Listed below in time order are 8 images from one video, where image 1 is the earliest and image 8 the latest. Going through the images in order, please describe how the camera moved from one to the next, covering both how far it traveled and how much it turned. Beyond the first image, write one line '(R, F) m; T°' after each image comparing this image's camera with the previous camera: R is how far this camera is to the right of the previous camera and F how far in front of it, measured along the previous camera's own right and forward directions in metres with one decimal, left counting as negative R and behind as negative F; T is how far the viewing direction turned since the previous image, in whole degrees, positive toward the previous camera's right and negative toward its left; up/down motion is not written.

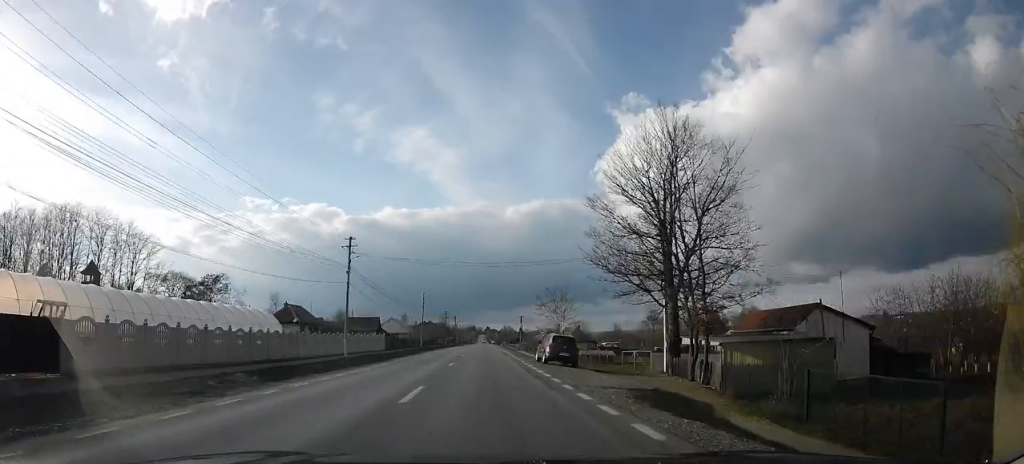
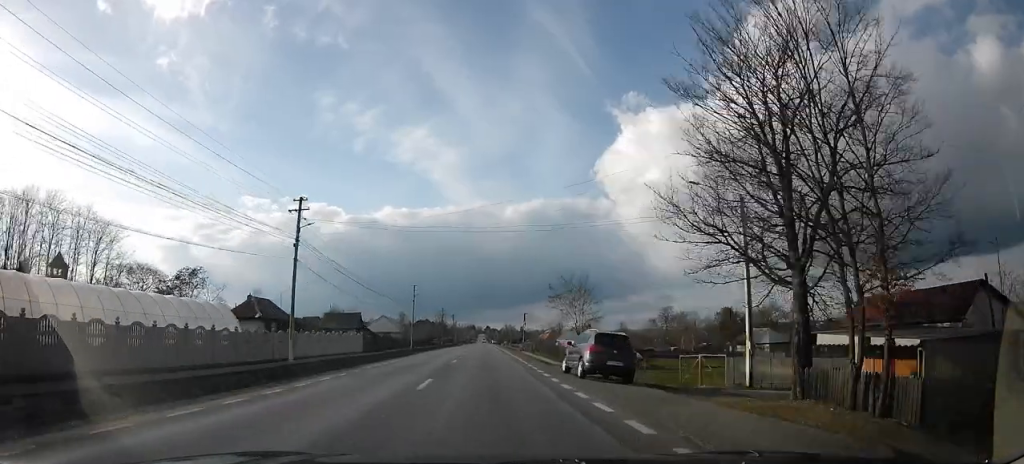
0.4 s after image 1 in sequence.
(-0.2, +9.9) m; -1°
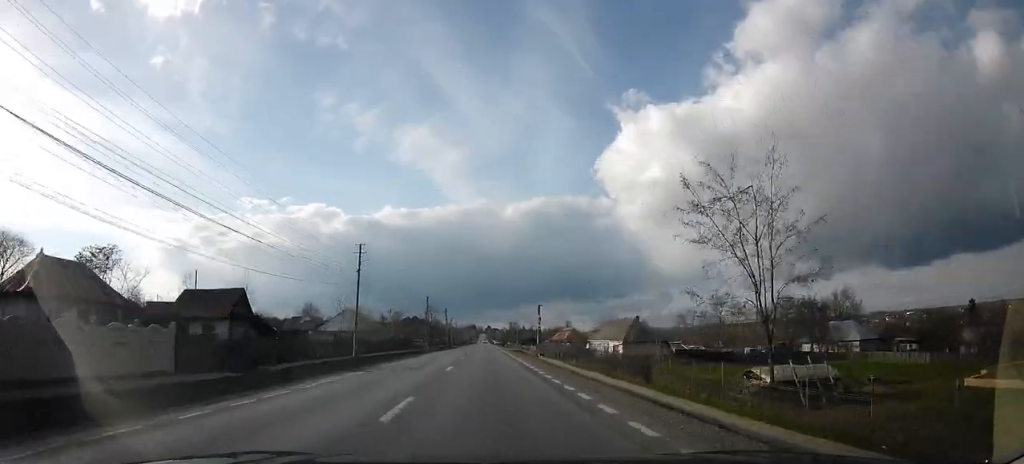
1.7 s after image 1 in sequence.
(-0.1, +28.5) m; 0°
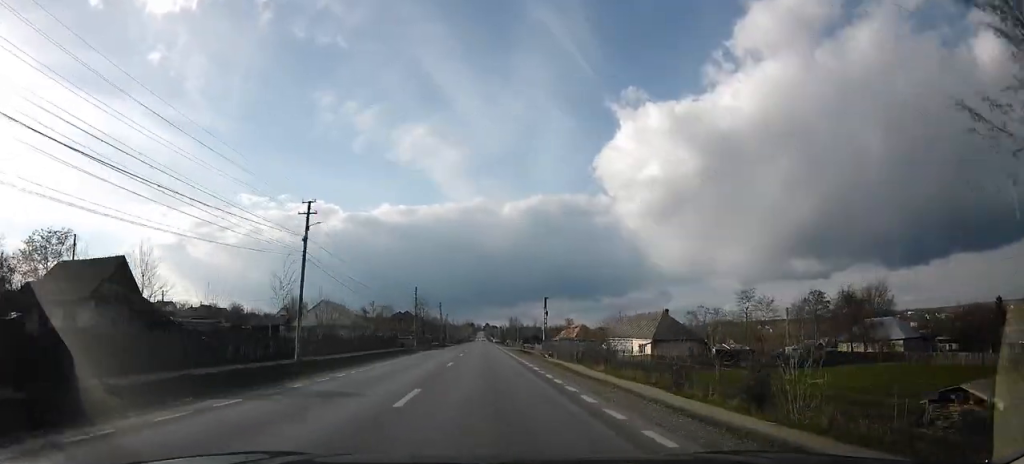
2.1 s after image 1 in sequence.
(0.0, +10.7) m; -1°
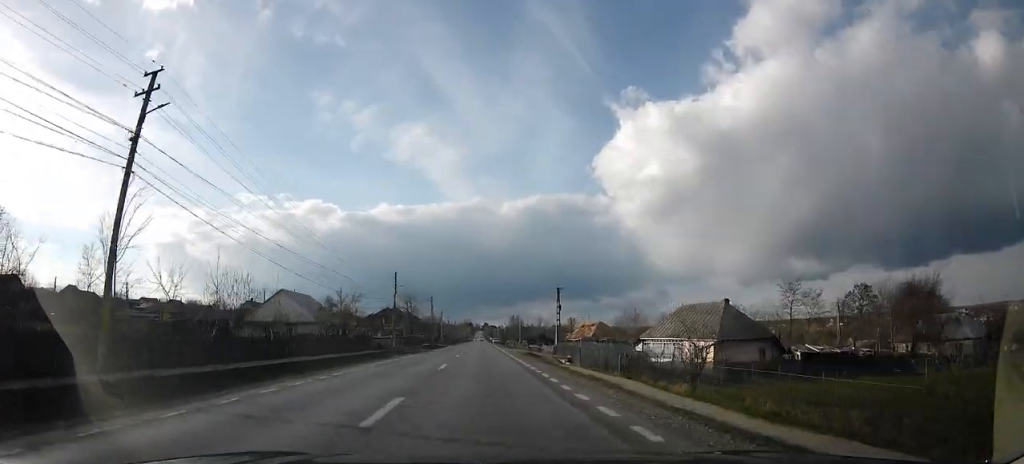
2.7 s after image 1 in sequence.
(0.0, +13.8) m; -1°
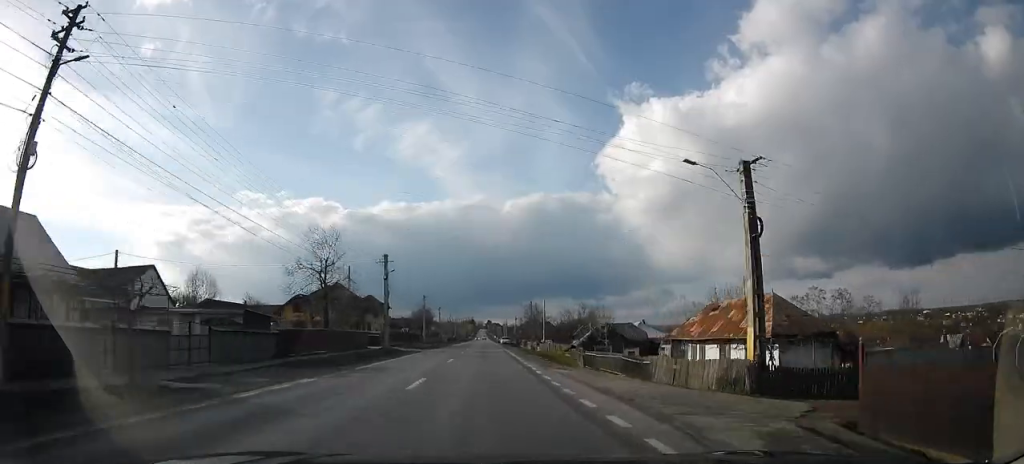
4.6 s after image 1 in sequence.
(+0.2, +43.1) m; +2°
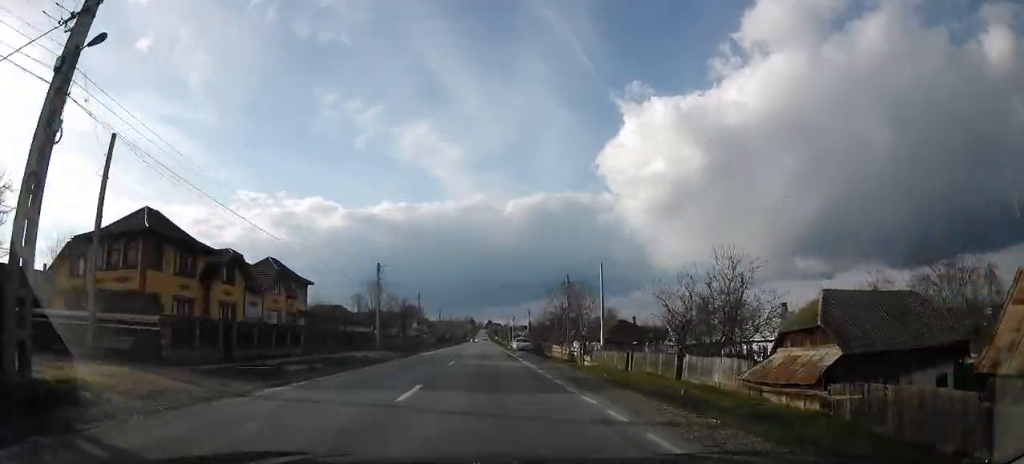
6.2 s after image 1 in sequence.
(0.0, +38.4) m; -1°
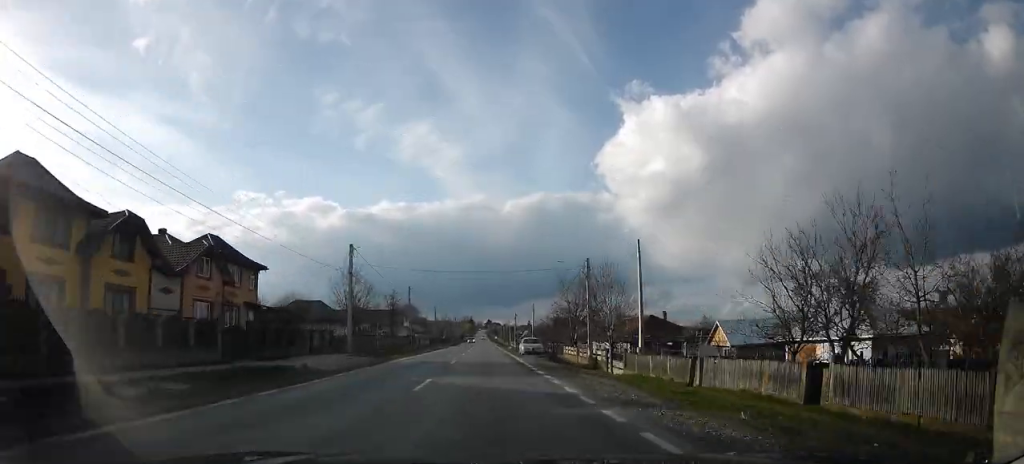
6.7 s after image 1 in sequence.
(+0.1, +10.2) m; -1°
